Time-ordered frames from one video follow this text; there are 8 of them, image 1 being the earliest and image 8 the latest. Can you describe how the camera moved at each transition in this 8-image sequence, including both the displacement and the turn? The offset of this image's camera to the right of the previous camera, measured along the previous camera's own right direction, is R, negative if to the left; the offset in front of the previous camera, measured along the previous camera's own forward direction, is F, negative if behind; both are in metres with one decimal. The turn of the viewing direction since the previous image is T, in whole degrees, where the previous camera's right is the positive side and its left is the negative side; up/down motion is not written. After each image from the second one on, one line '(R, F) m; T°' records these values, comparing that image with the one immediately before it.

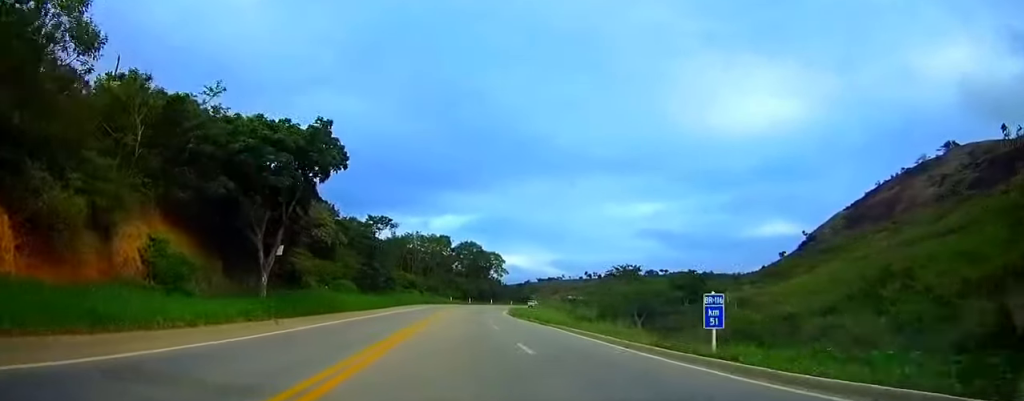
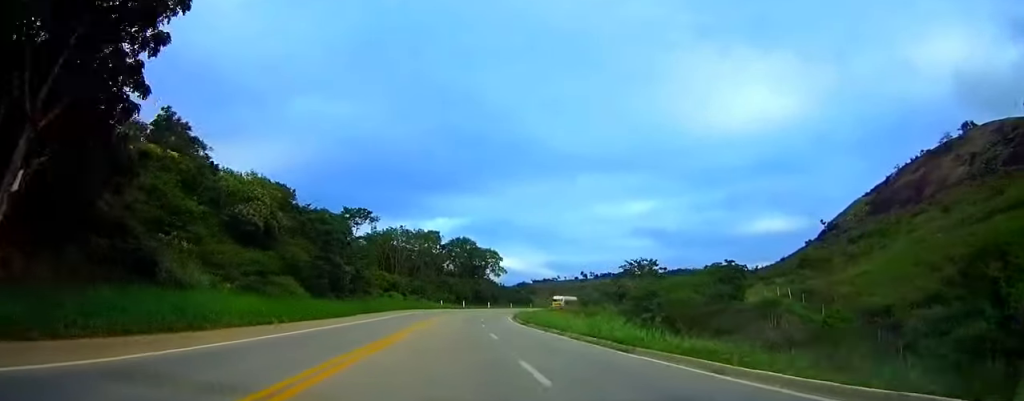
(+0.1, +22.4) m; +1°
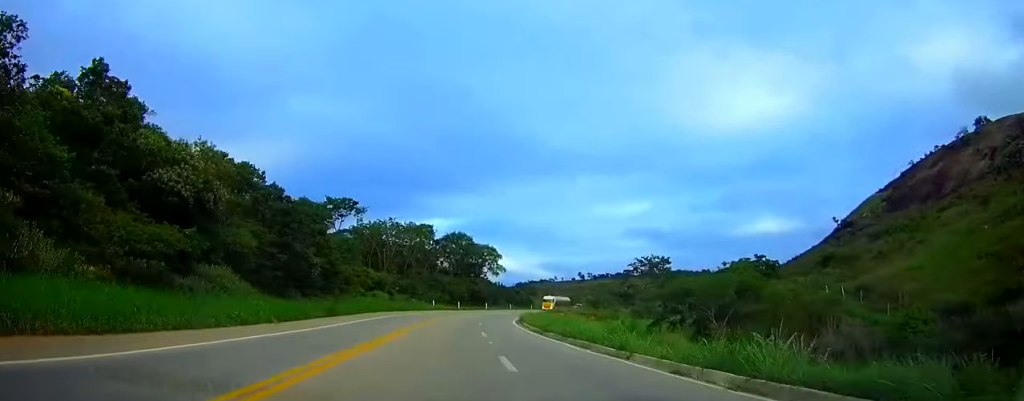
(-0.1, +13.5) m; +1°
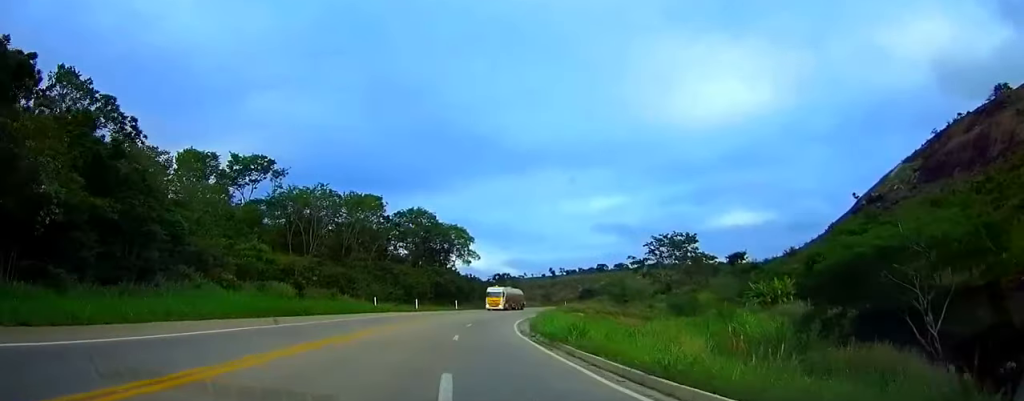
(+0.9, +37.1) m; +3°
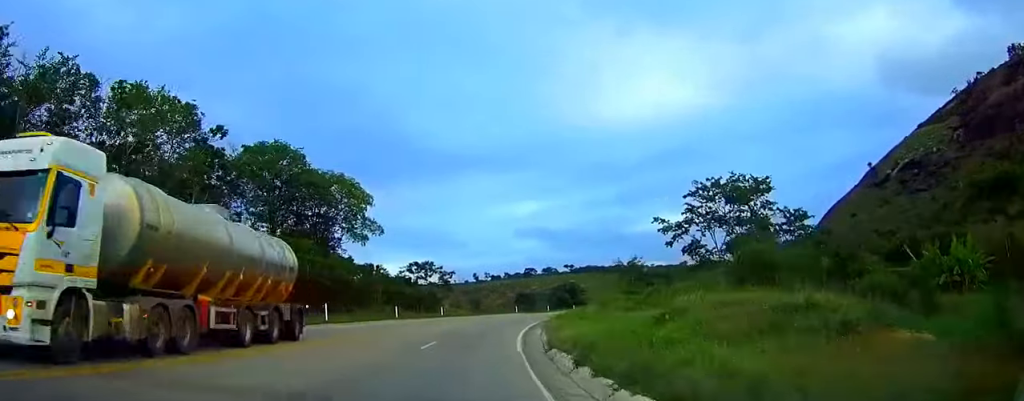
(+2.5, +53.1) m; +6°
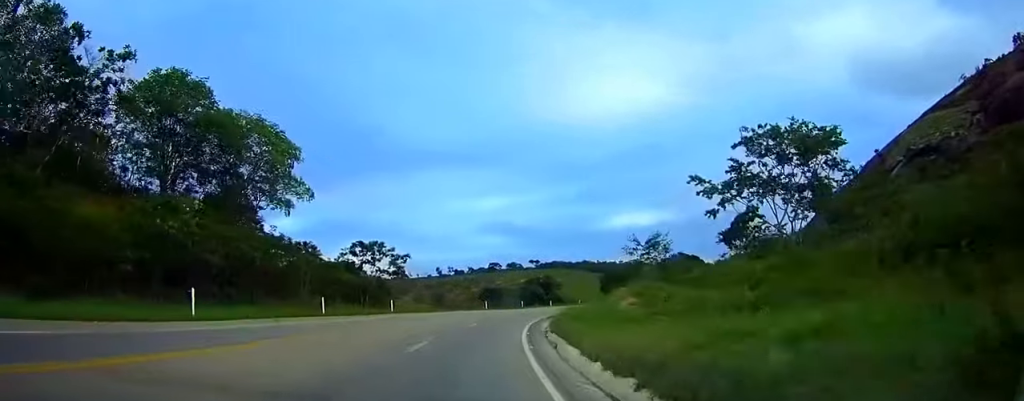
(+0.2, +19.1) m; +3°
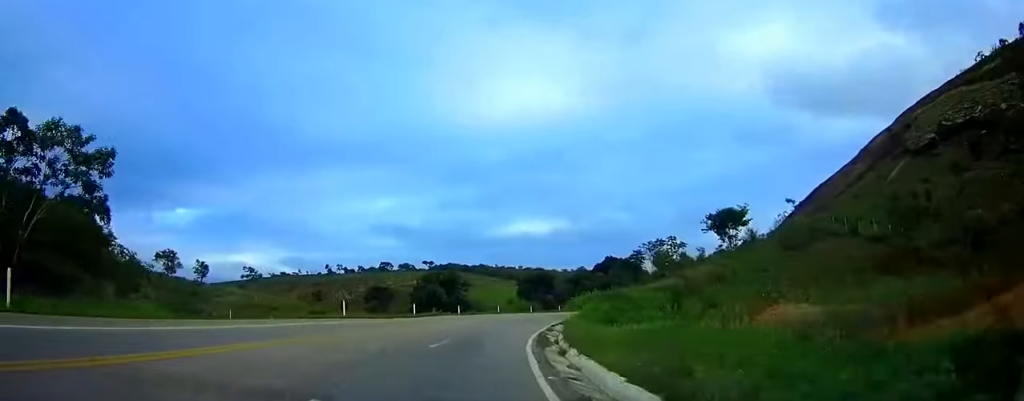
(+4.6, +44.9) m; +10°
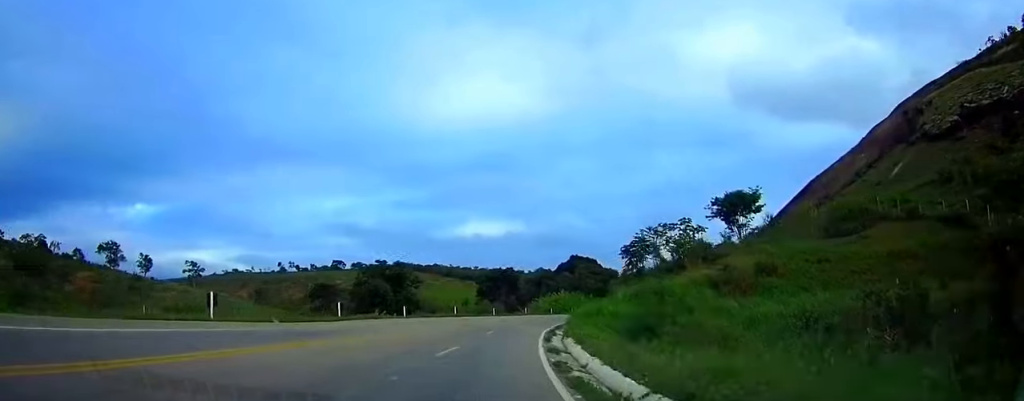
(+0.7, +18.4) m; +3°
